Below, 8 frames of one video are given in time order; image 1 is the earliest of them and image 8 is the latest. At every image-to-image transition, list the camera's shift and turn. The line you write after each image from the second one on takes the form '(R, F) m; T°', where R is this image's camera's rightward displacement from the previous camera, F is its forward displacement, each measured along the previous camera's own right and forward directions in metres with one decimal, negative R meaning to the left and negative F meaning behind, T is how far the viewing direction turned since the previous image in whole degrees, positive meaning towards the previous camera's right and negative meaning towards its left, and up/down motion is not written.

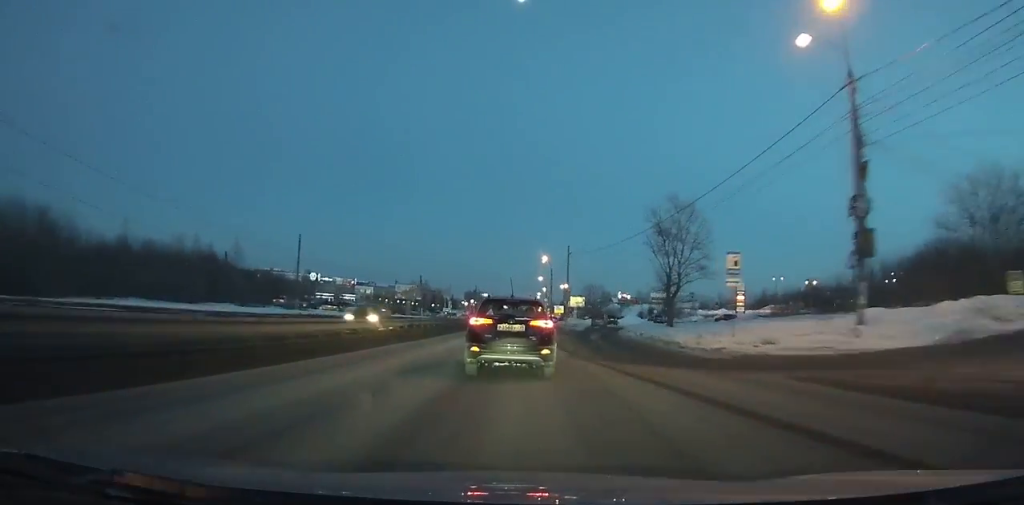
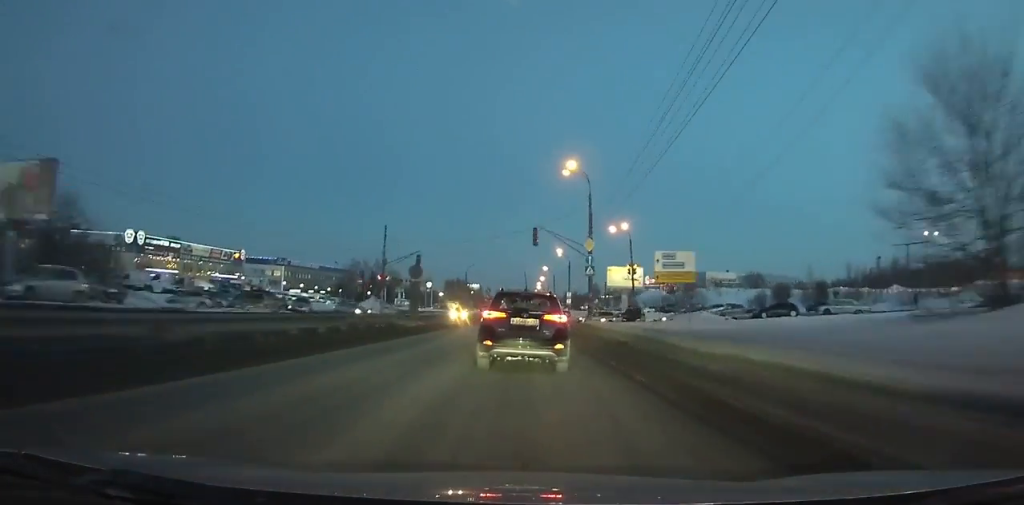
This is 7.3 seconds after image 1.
(-0.9, +106.3) m; 0°
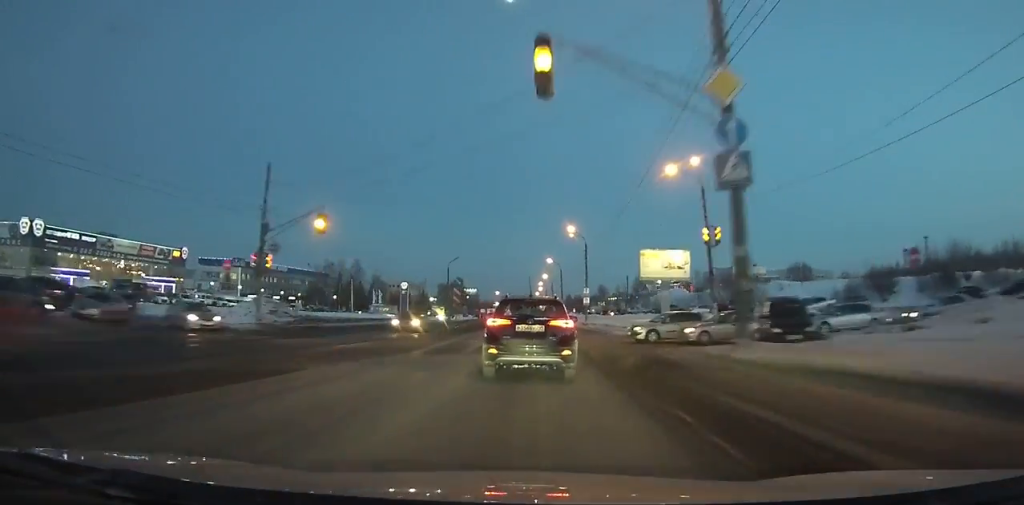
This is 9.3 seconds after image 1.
(+0.1, +29.7) m; 0°
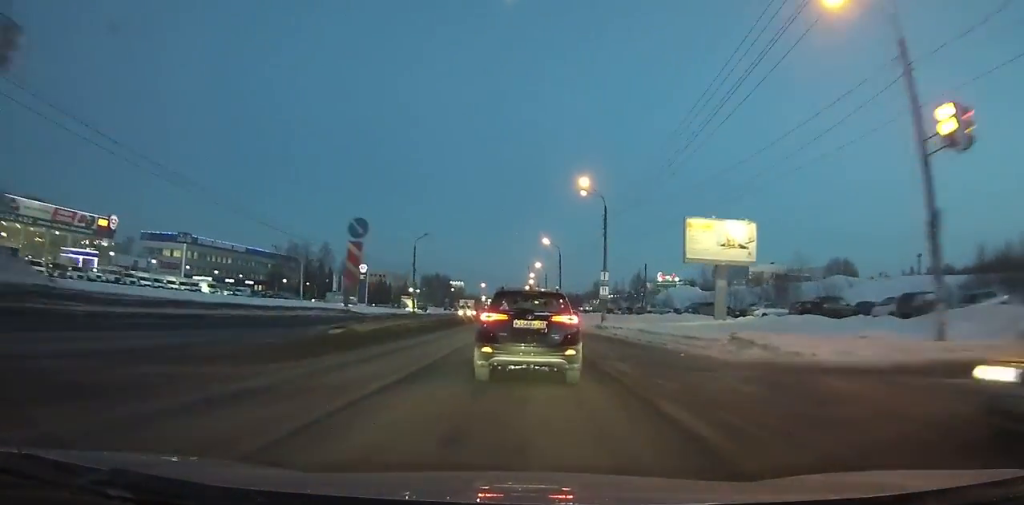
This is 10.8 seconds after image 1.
(+0.1, +22.5) m; 0°
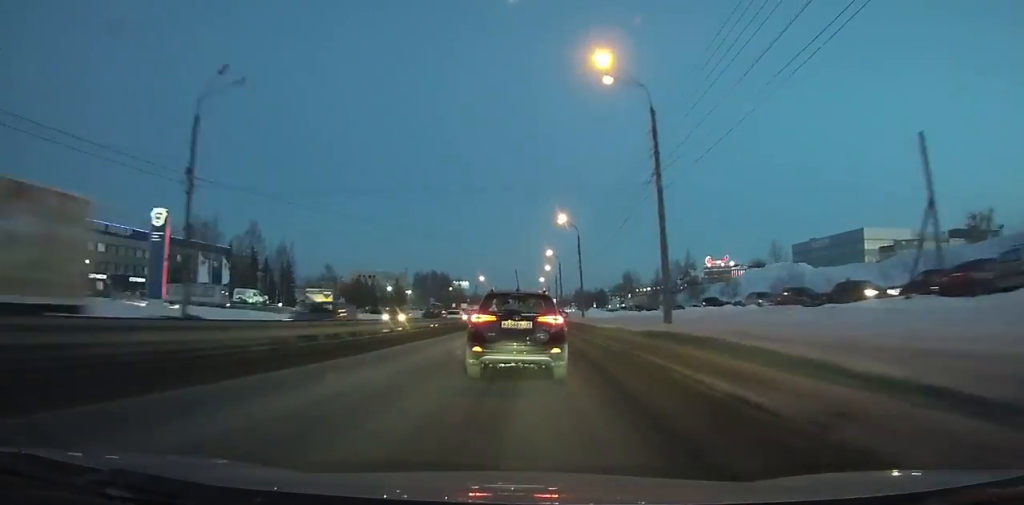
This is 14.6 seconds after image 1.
(-0.2, +57.4) m; 0°
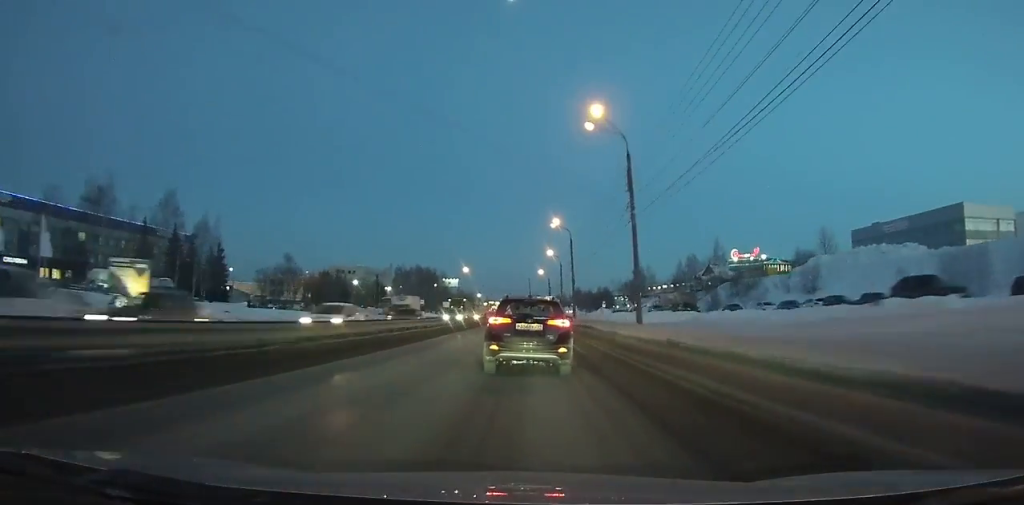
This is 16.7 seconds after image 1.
(0.0, +32.3) m; 0°
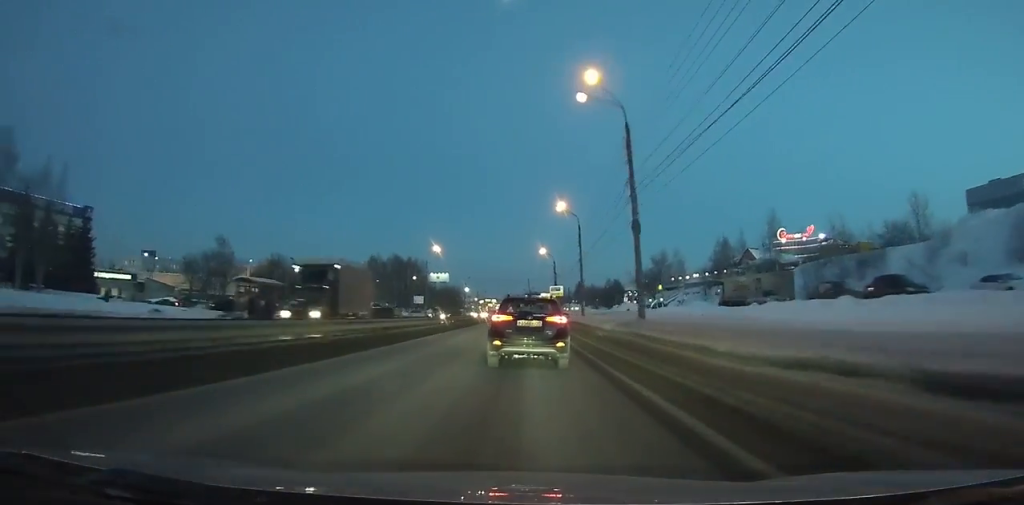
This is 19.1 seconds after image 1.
(0.0, +37.3) m; 0°
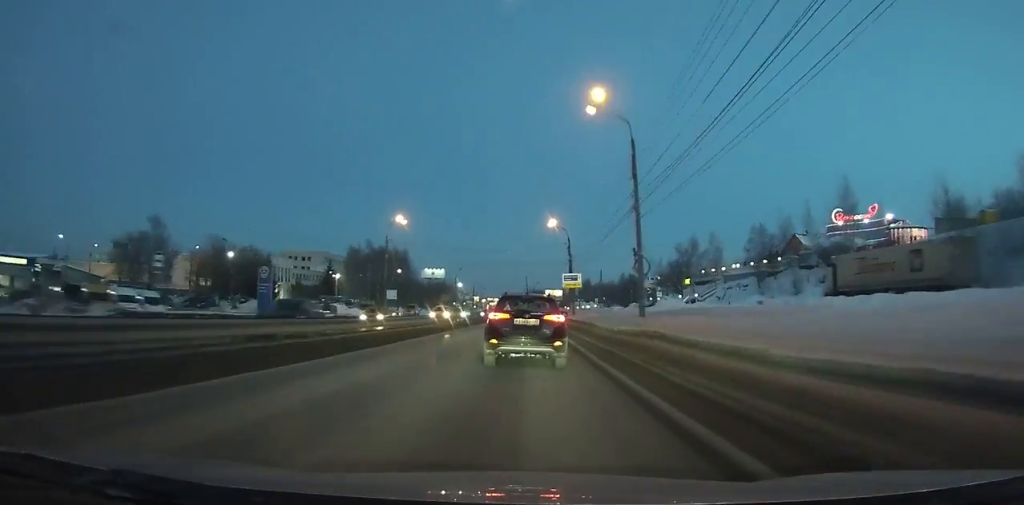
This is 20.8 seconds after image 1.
(0.0, +26.7) m; 0°
